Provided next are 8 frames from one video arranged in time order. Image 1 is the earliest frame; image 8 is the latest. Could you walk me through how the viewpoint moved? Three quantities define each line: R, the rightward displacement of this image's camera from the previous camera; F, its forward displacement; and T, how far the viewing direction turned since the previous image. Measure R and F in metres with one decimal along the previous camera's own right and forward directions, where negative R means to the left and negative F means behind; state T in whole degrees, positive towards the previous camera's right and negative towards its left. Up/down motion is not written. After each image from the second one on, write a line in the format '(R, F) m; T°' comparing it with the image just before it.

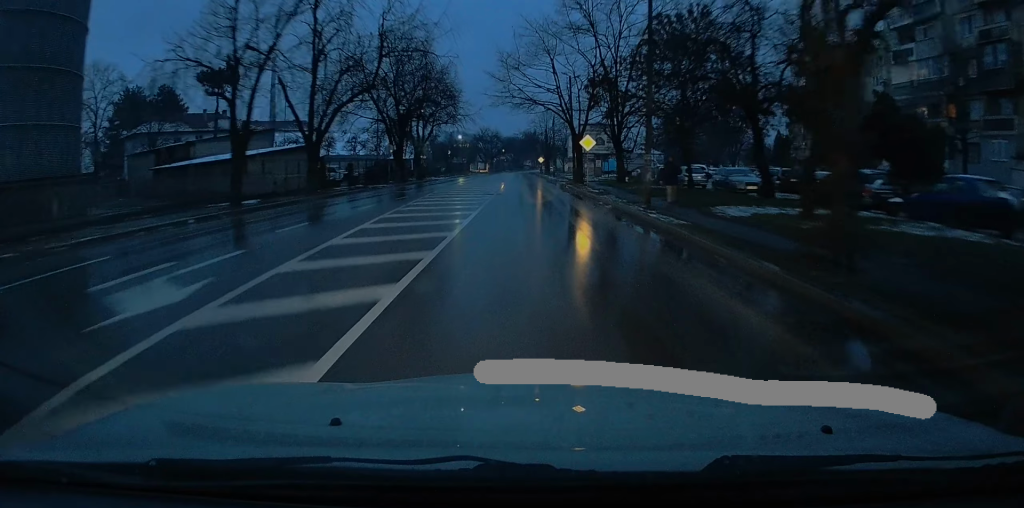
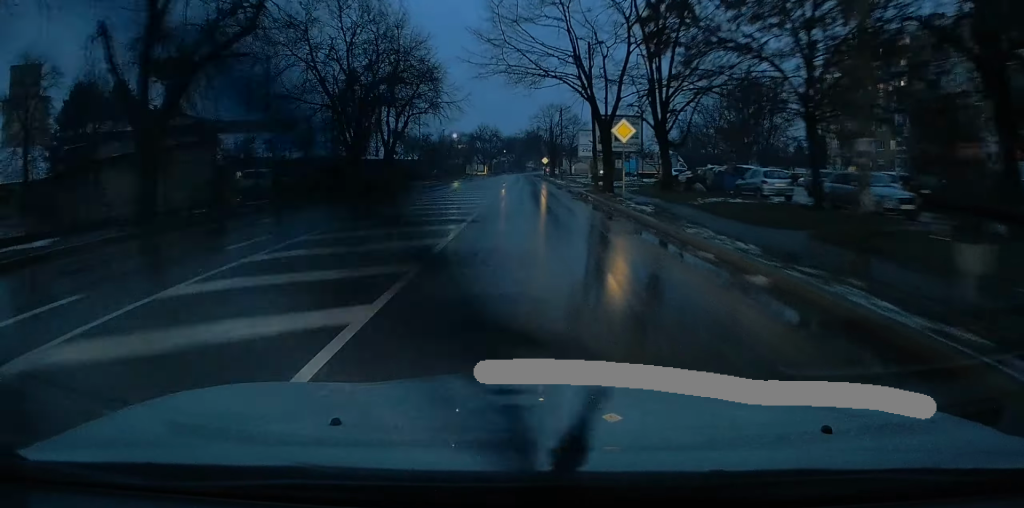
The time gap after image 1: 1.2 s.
(-0.1, +14.2) m; -3°
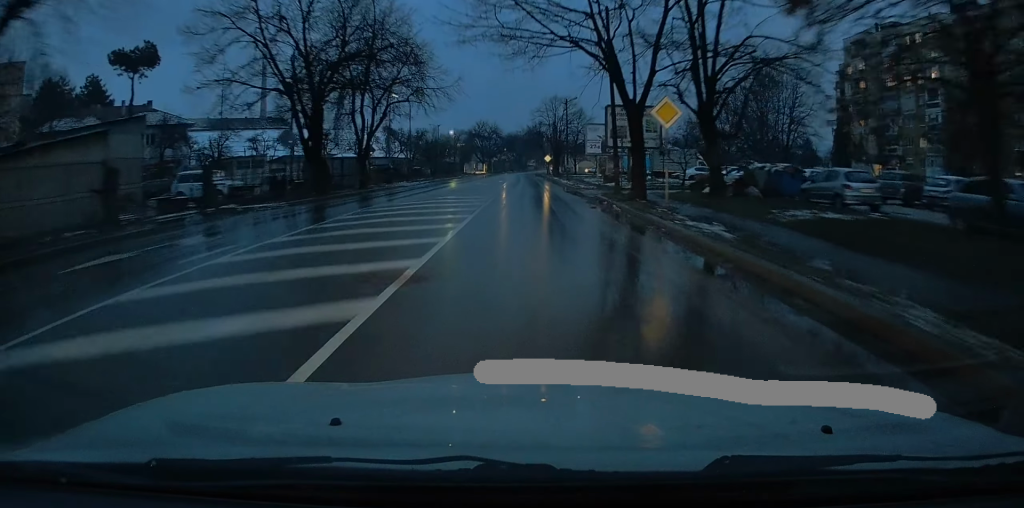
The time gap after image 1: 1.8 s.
(-0.2, +7.6) m; 0°
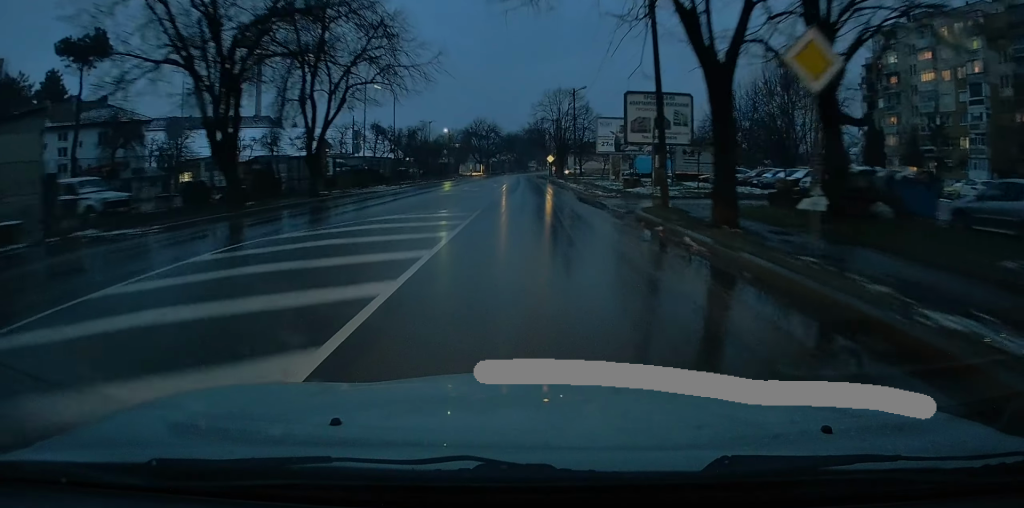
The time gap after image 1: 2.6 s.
(-0.1, +9.3) m; 0°
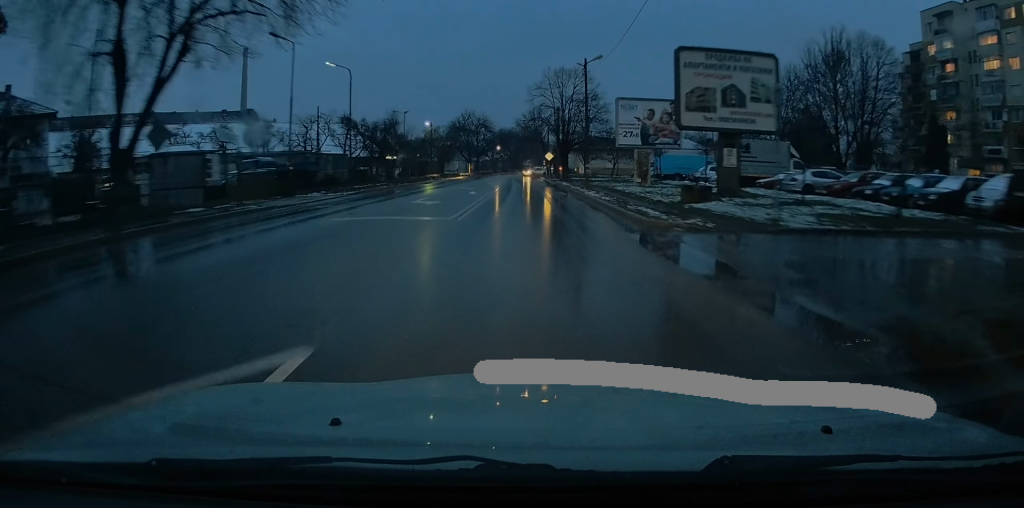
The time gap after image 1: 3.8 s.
(+0.1, +14.9) m; 0°
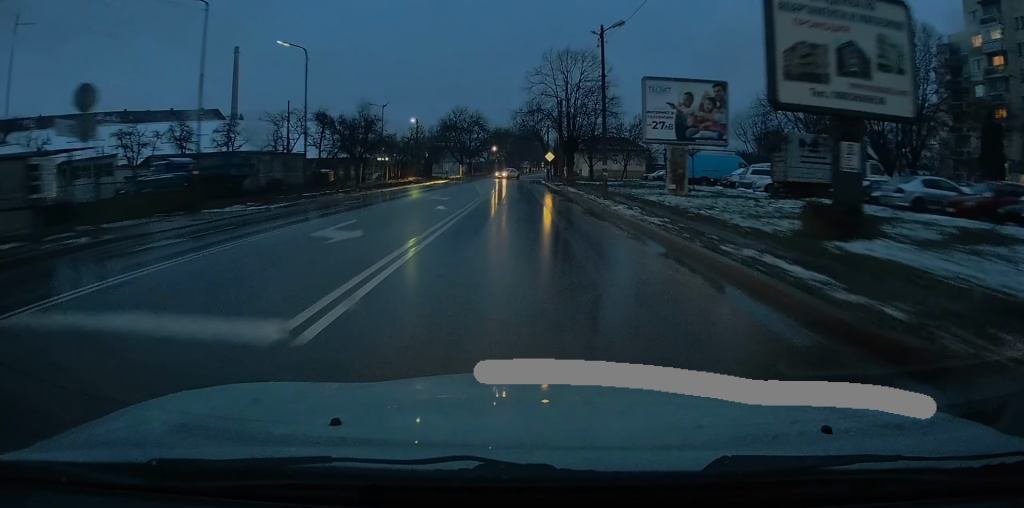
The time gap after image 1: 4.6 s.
(-0.1, +10.2) m; +1°
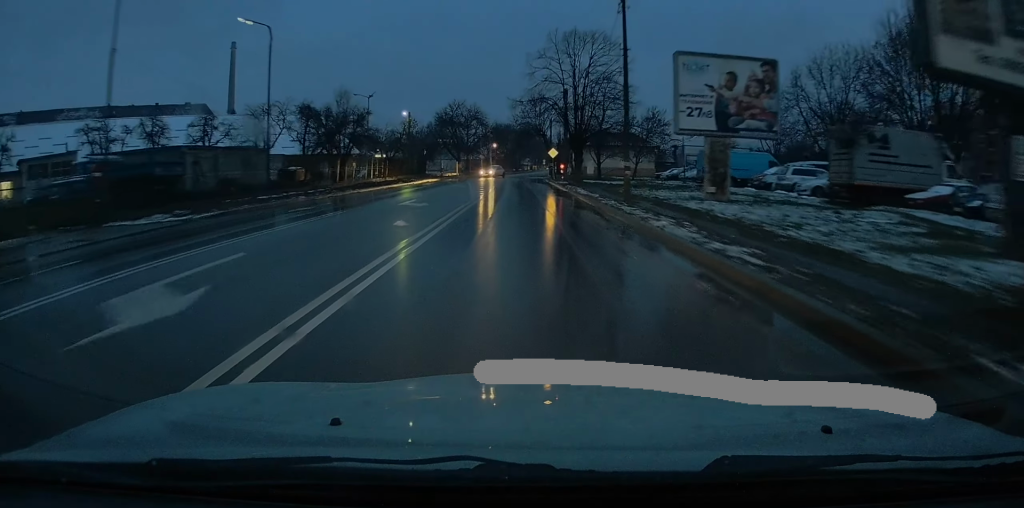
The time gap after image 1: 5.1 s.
(0.0, +6.5) m; +2°
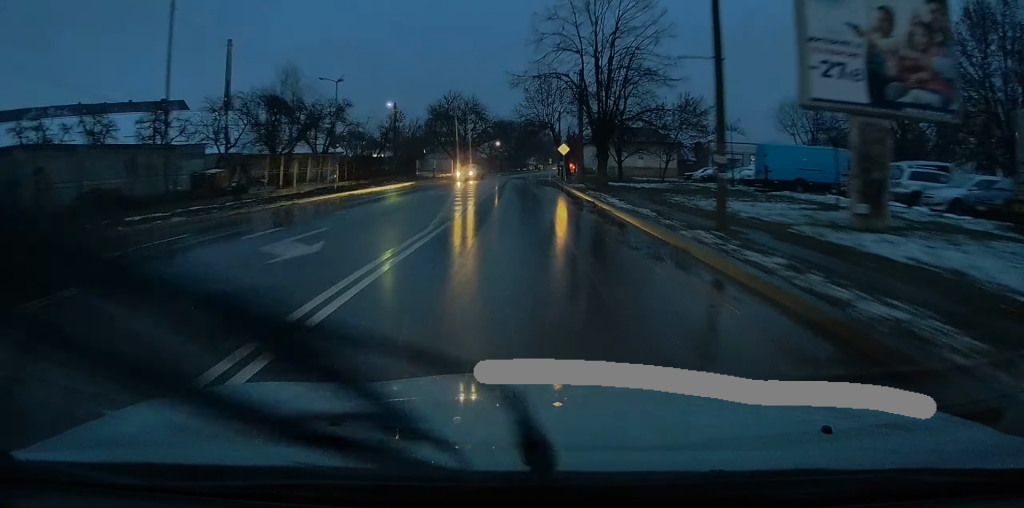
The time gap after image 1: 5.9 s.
(+0.4, +11.4) m; +1°
